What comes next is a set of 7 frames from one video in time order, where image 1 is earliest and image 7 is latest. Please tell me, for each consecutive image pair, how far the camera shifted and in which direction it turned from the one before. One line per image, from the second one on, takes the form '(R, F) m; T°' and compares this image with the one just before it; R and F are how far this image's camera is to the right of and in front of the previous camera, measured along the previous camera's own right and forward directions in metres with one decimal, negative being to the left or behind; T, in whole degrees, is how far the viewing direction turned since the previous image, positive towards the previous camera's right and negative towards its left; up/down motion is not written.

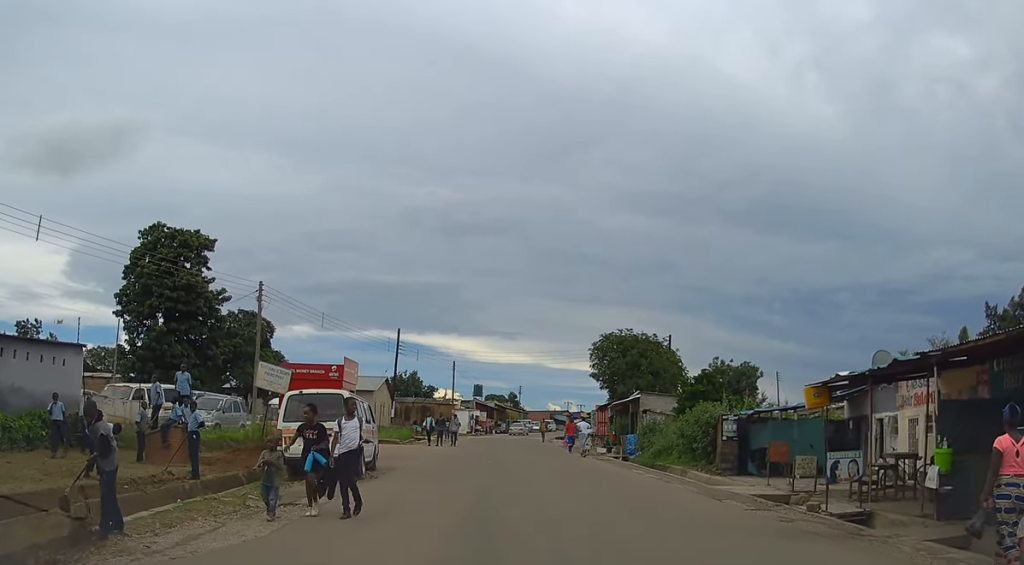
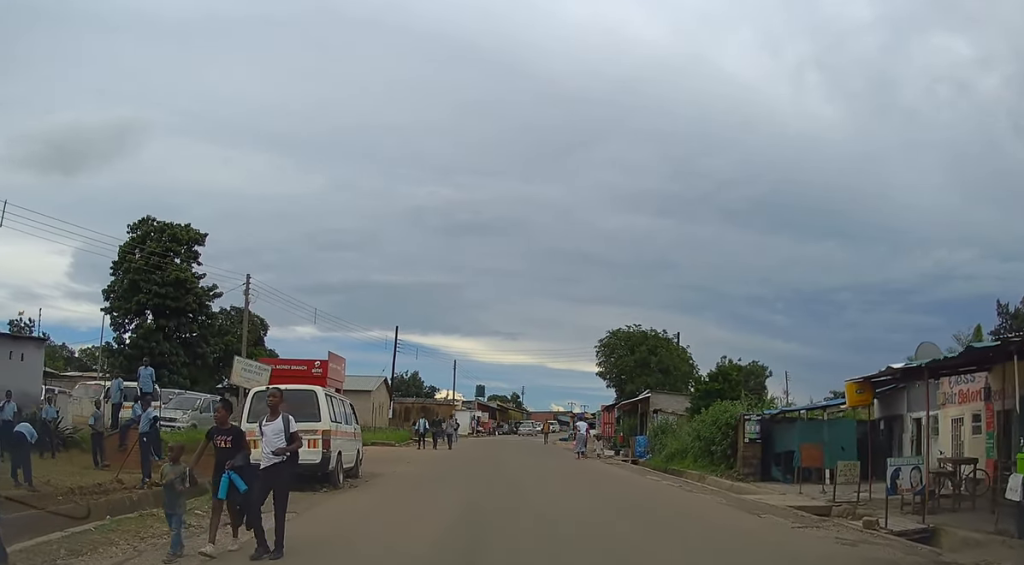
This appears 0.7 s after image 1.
(-0.1, +2.0) m; 0°
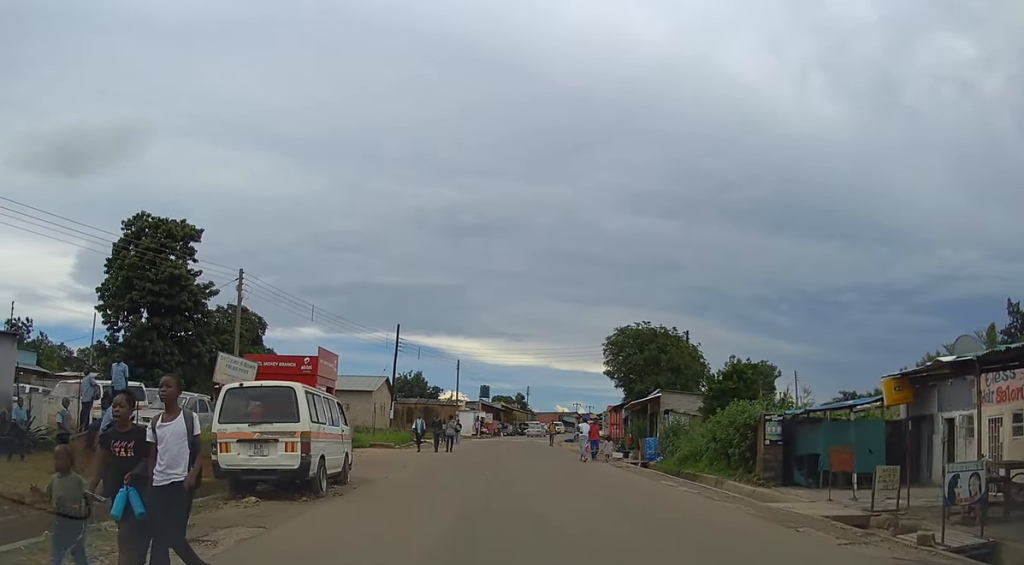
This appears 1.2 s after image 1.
(+0.1, +1.4) m; 0°
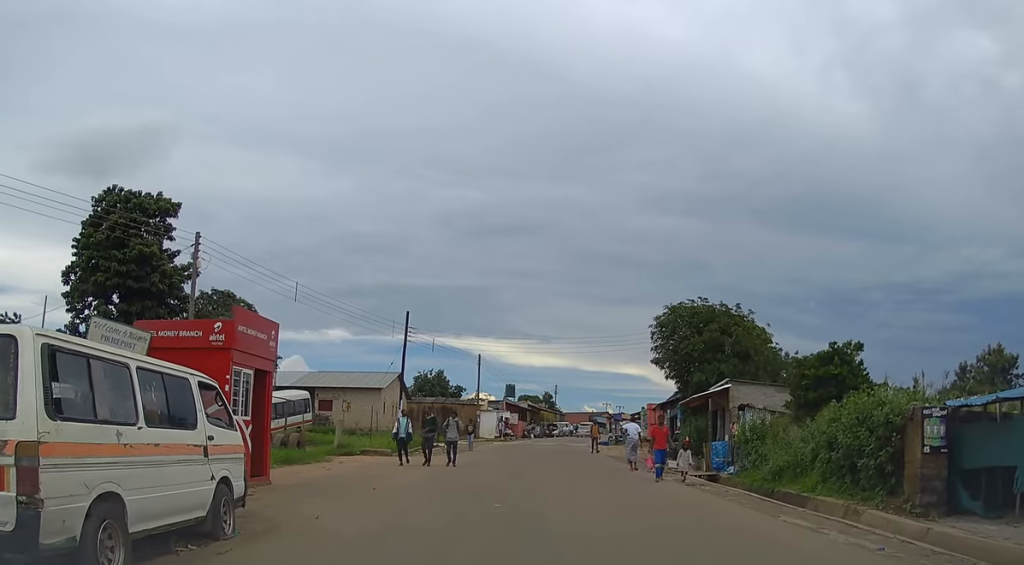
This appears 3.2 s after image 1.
(-0.3, +7.0) m; -2°
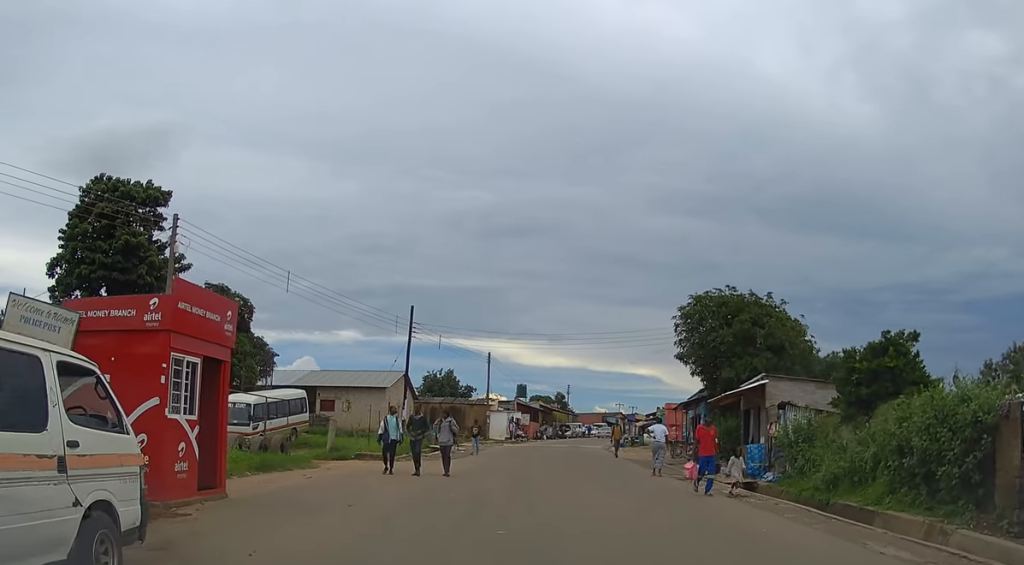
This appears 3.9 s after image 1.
(0.0, +2.6) m; +1°
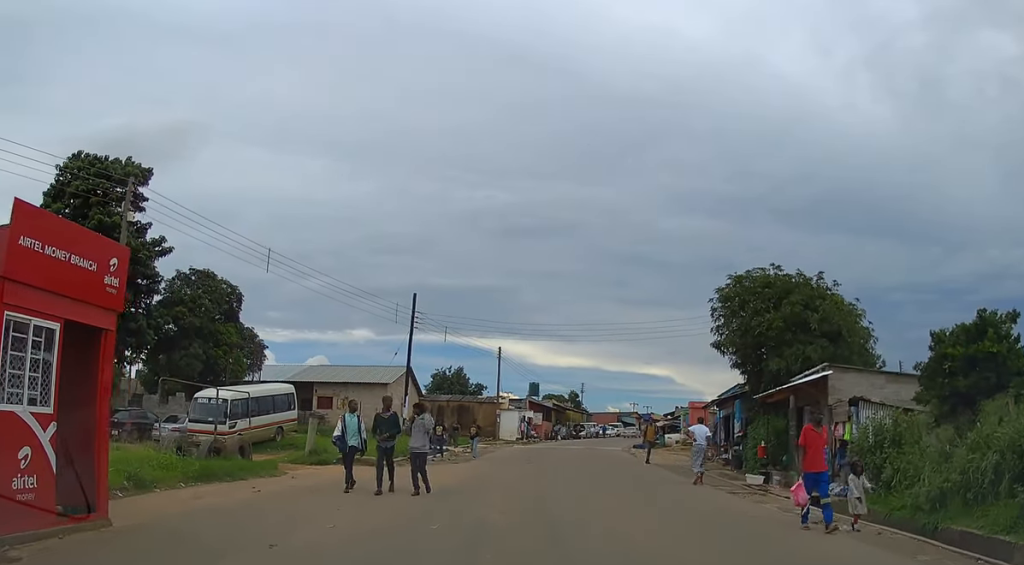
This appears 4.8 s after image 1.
(+0.1, +3.8) m; -1°
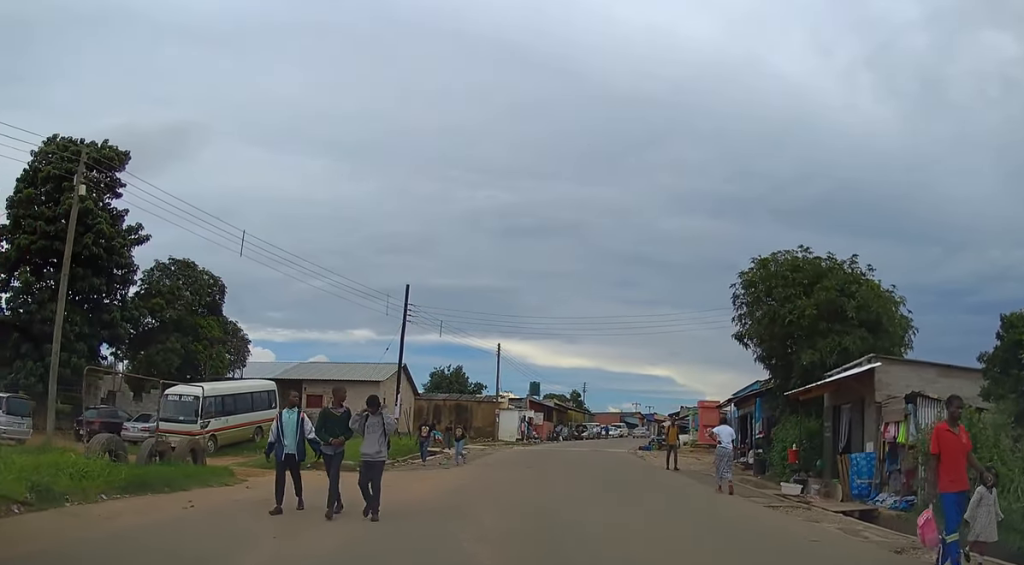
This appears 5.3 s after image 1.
(-0.1, +2.6) m; -1°
